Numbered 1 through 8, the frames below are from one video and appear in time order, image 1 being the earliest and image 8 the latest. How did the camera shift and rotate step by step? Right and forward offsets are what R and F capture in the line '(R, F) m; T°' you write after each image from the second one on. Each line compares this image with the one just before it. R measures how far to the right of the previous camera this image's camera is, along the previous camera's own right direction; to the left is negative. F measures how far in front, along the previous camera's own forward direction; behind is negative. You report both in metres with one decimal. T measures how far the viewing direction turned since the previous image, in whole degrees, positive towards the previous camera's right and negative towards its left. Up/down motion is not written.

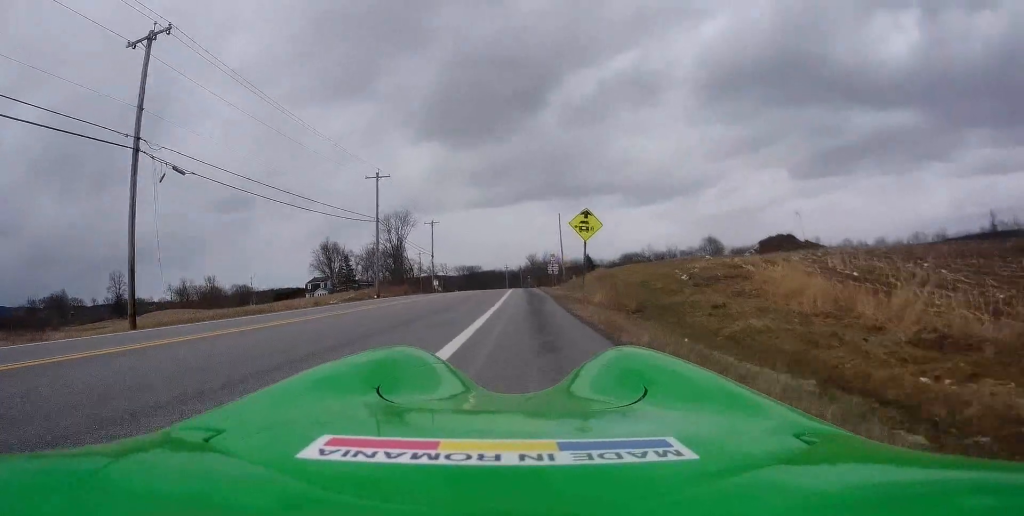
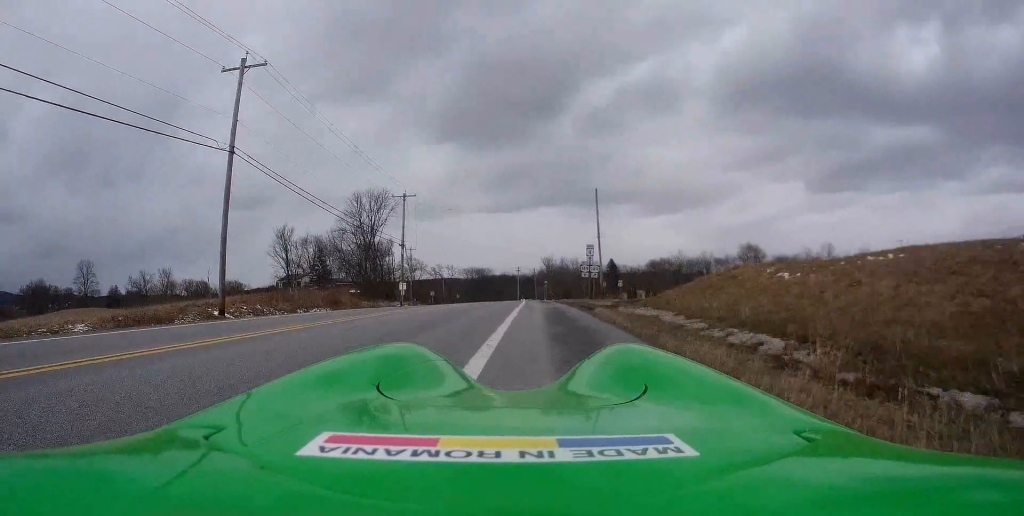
(0.0, +31.5) m; -1°
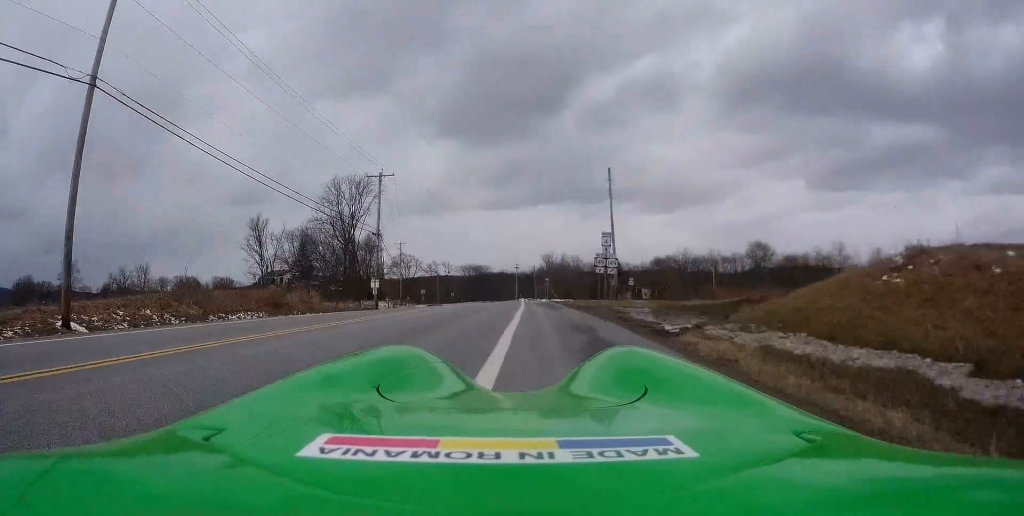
(0.0, +9.5) m; 0°
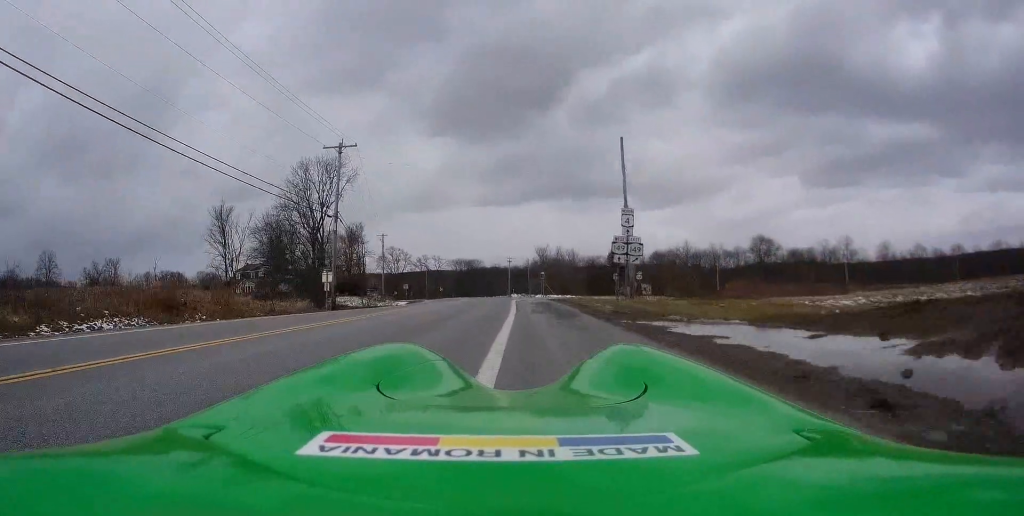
(+0.1, +10.2) m; 0°
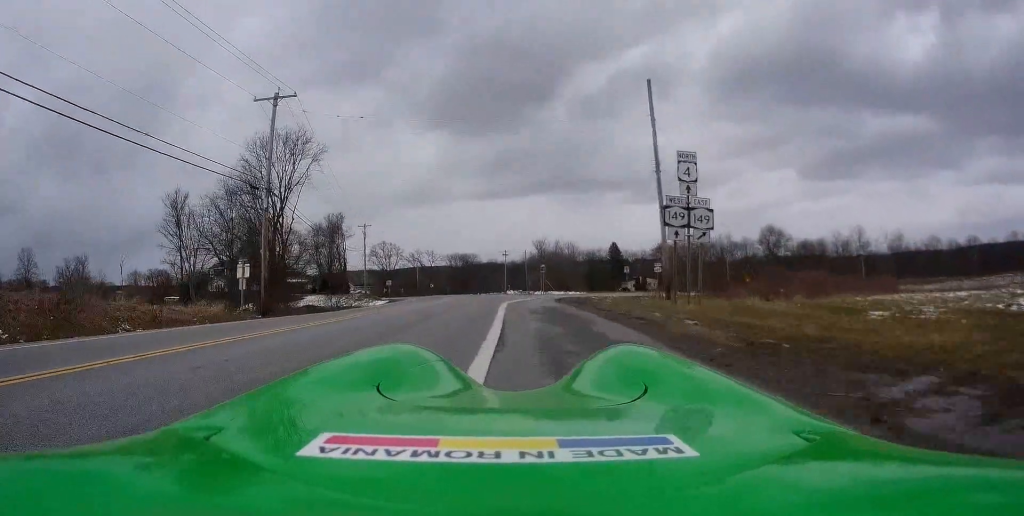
(0.0, +10.8) m; 0°
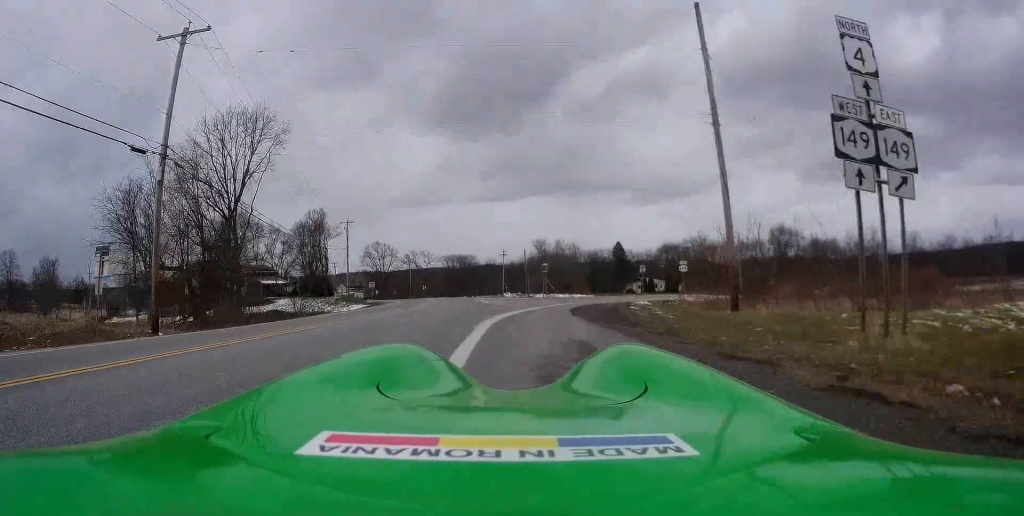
(0.0, +10.0) m; +1°
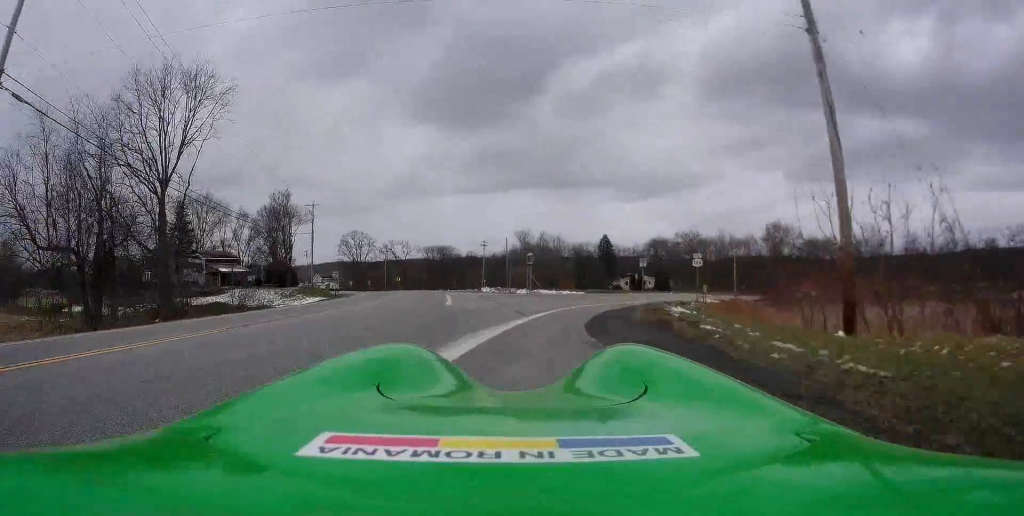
(-0.1, +8.5) m; +1°
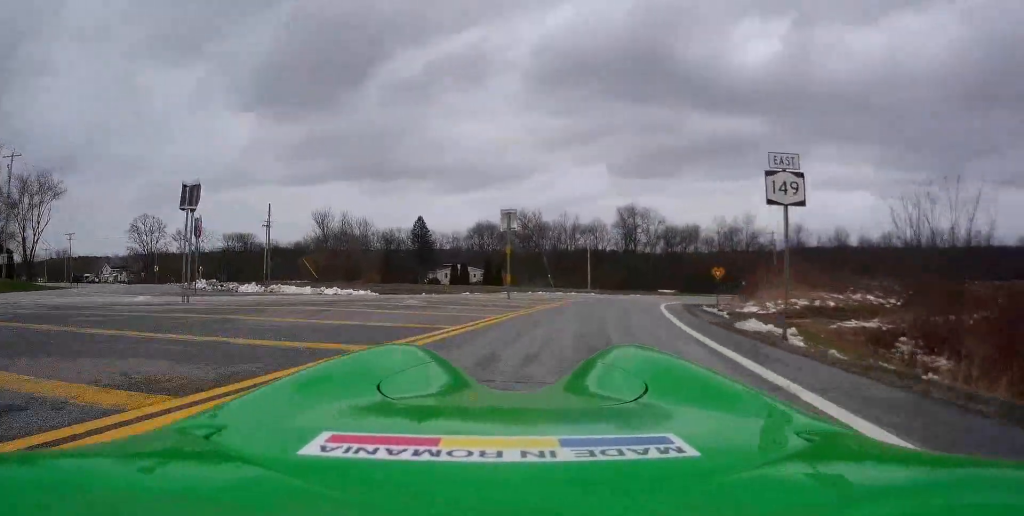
(+3.7, +30.7) m; +17°
